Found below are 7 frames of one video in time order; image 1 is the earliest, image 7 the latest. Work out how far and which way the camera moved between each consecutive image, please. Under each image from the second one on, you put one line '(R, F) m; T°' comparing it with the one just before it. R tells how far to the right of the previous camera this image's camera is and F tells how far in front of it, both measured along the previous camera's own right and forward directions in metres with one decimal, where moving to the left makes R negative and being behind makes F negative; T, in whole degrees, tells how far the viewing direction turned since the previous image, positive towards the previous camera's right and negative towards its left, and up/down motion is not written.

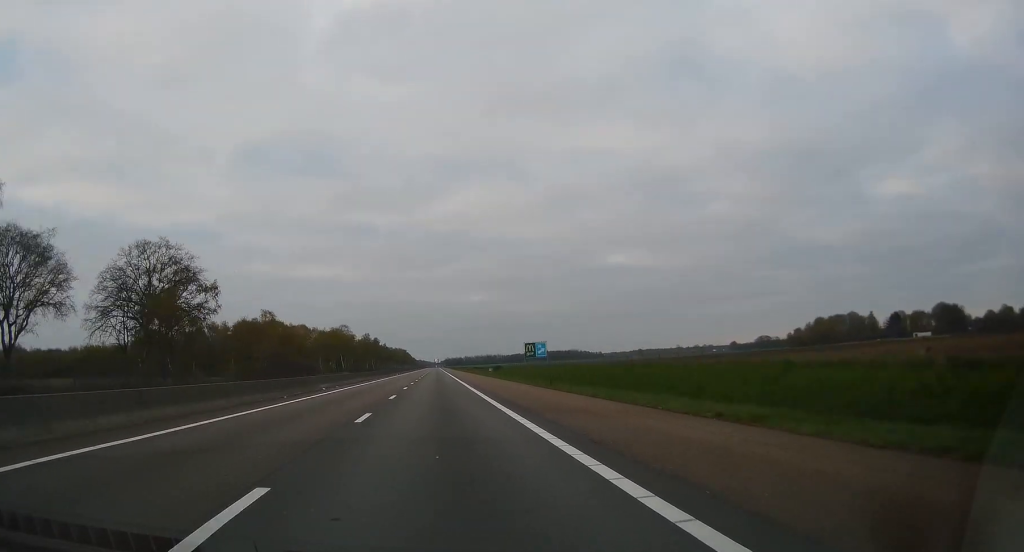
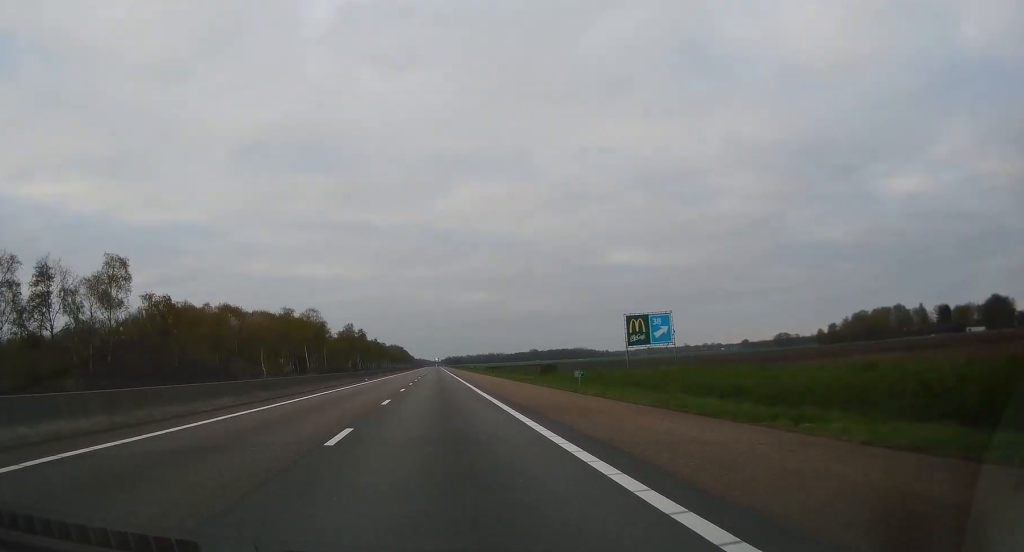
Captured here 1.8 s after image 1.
(0.0, +65.5) m; 0°
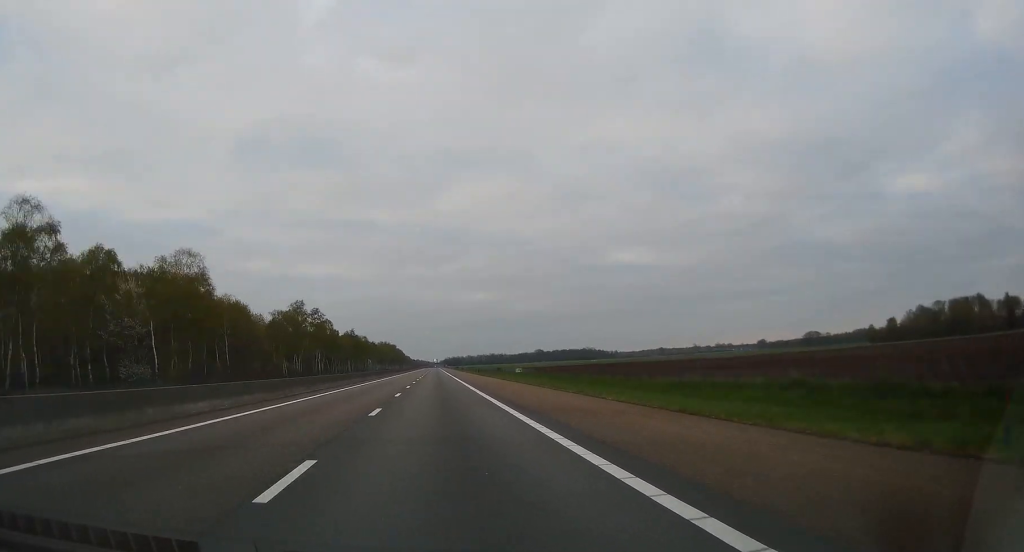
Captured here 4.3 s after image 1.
(-0.1, +69.0) m; 0°
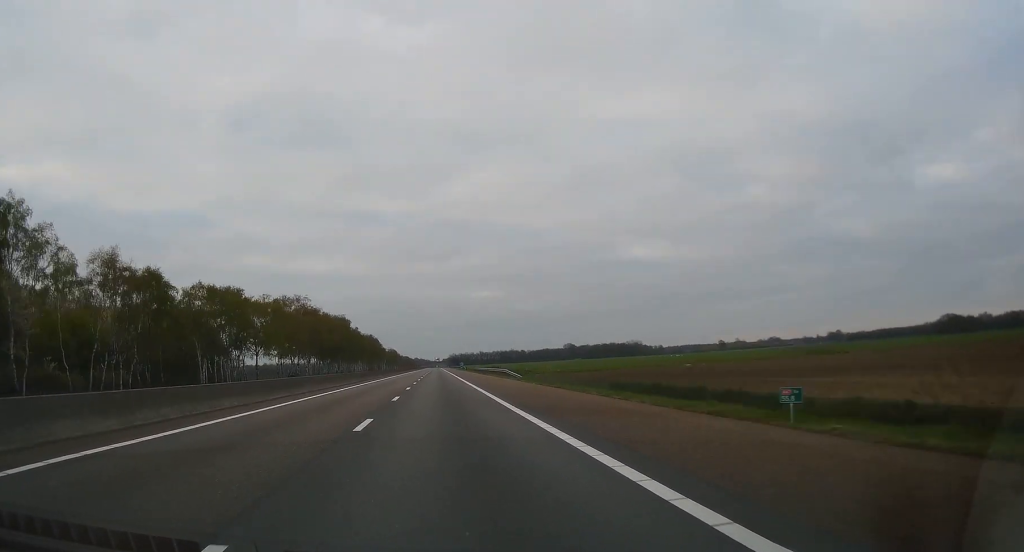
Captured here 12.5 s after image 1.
(-0.1, +223.3) m; 0°
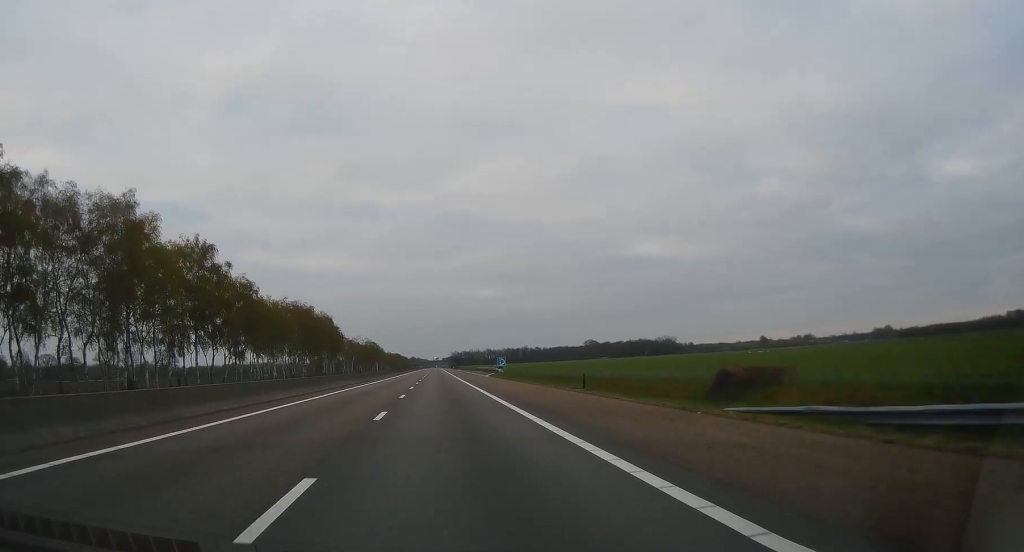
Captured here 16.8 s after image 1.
(+0.2, +131.8) m; 0°
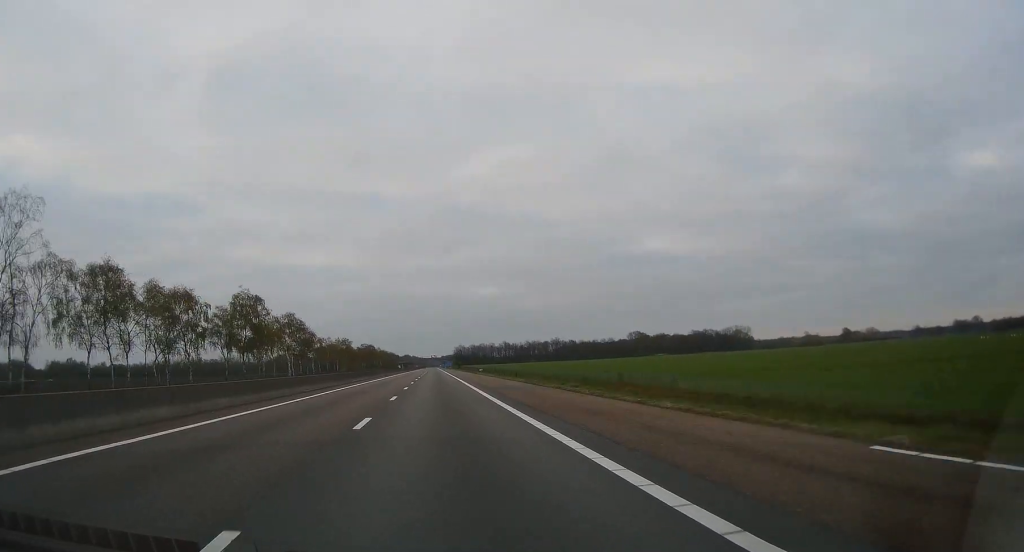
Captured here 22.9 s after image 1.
(+0.5, +209.7) m; 0°
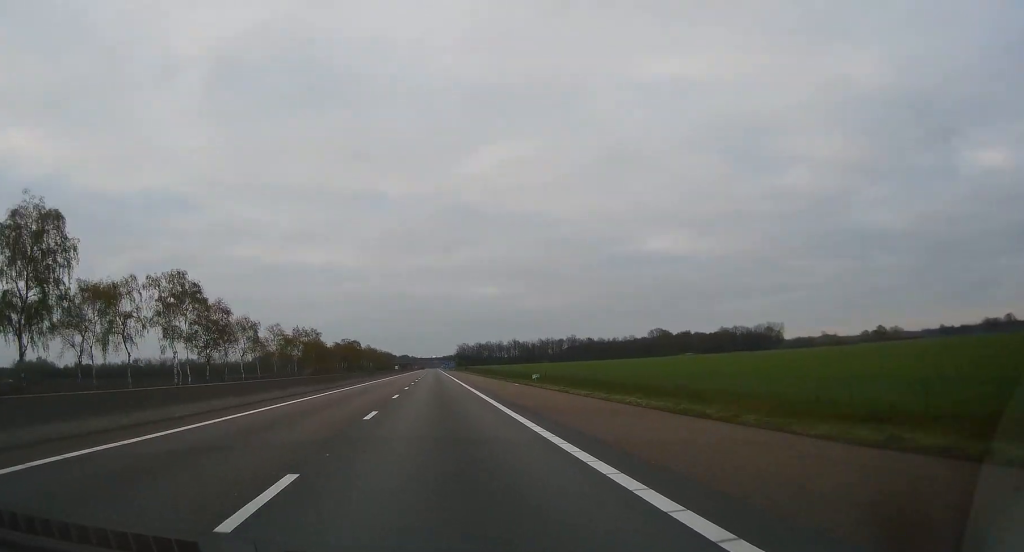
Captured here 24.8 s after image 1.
(+0.2, +81.8) m; 0°
